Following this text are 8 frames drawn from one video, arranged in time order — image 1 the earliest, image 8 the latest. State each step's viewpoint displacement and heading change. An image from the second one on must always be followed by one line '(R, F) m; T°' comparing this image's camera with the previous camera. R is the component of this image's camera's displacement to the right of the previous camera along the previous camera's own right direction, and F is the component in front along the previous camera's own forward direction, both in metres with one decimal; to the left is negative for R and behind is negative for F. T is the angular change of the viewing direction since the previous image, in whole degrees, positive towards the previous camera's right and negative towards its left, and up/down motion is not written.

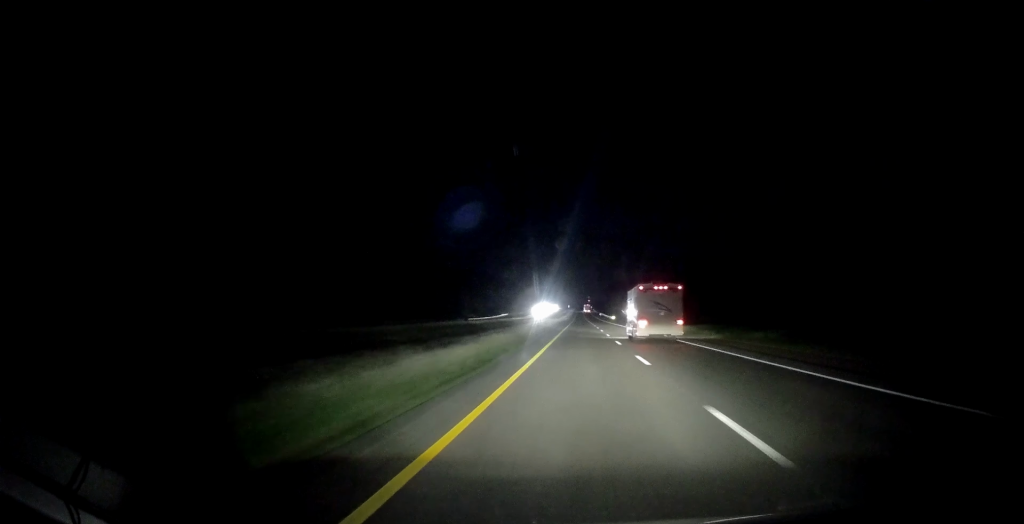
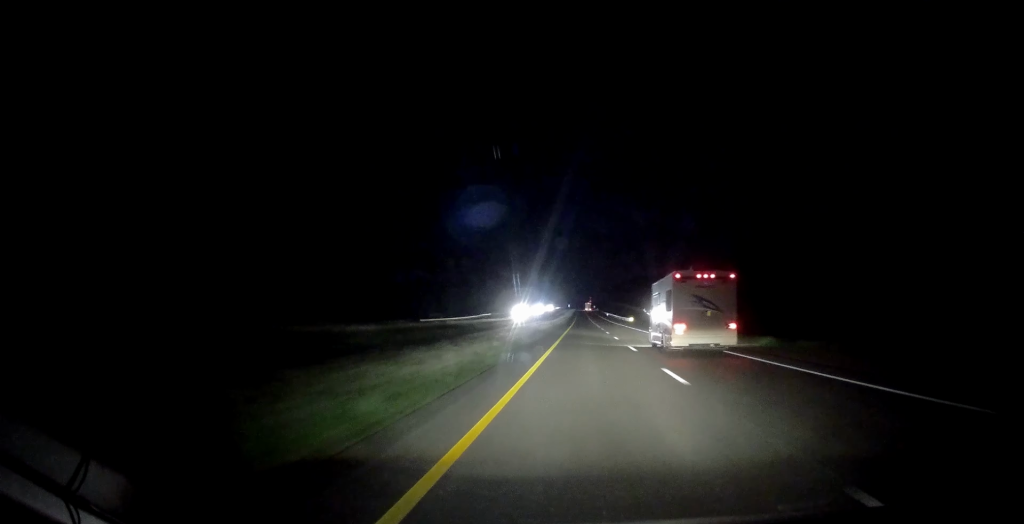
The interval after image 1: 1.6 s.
(-0.5, +53.8) m; 0°
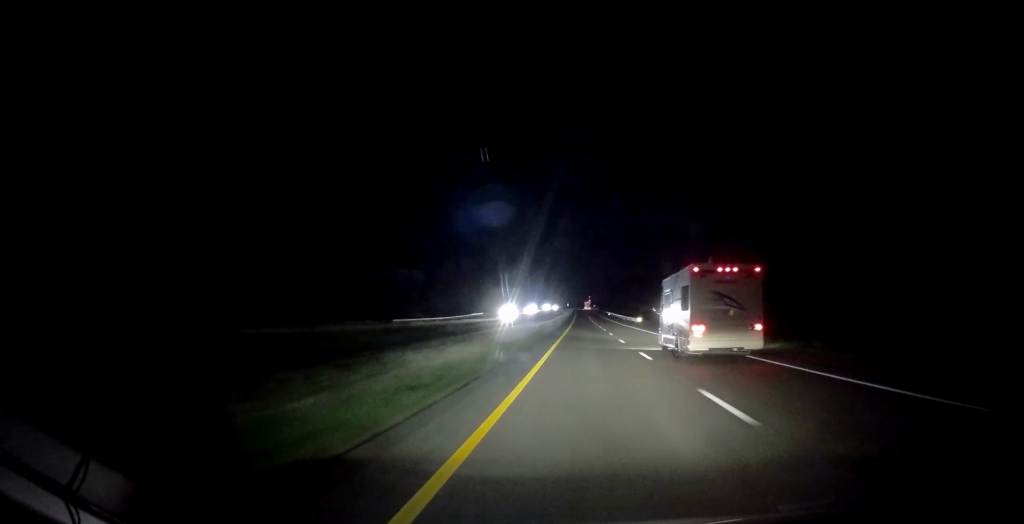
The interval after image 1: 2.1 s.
(+0.2, +17.2) m; 0°
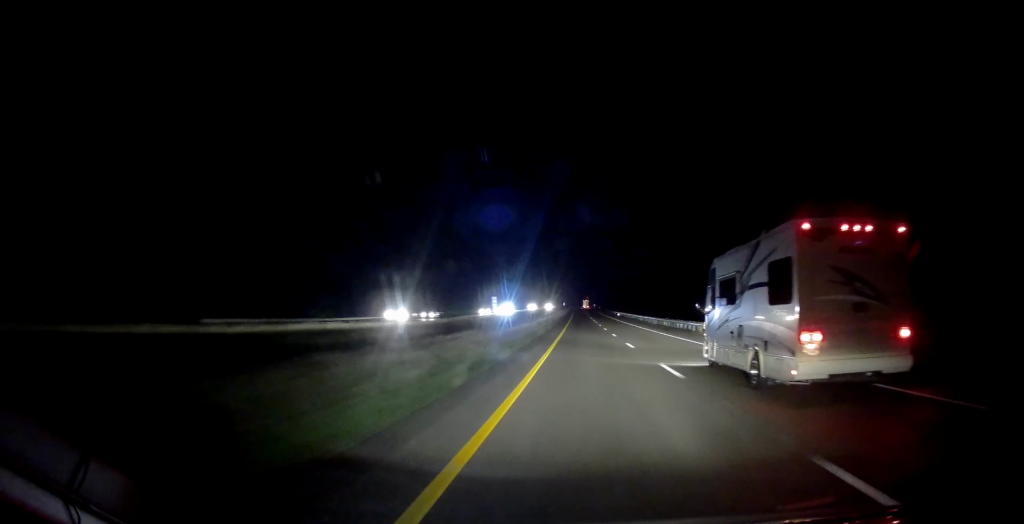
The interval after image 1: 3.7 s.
(-0.4, +55.8) m; -1°
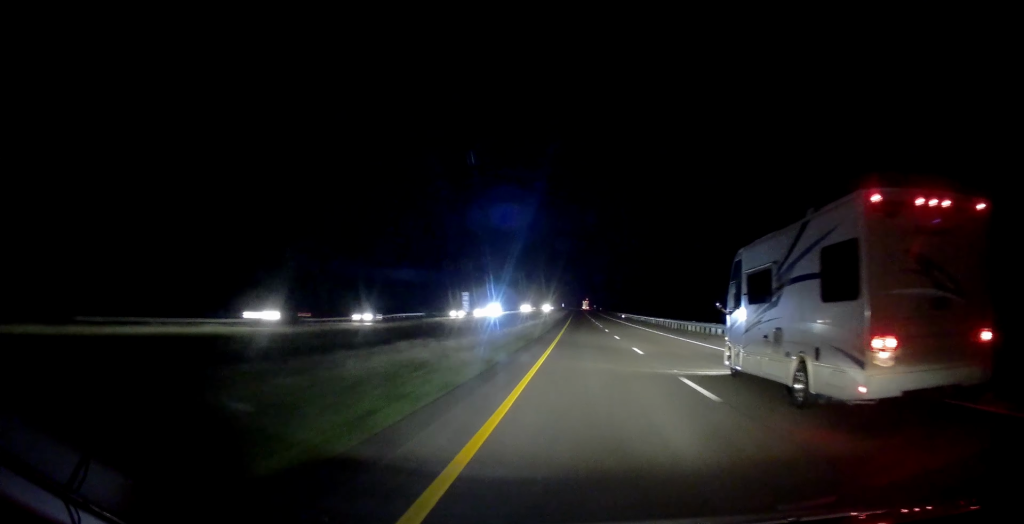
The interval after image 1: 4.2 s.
(-0.2, +15.9) m; 0°
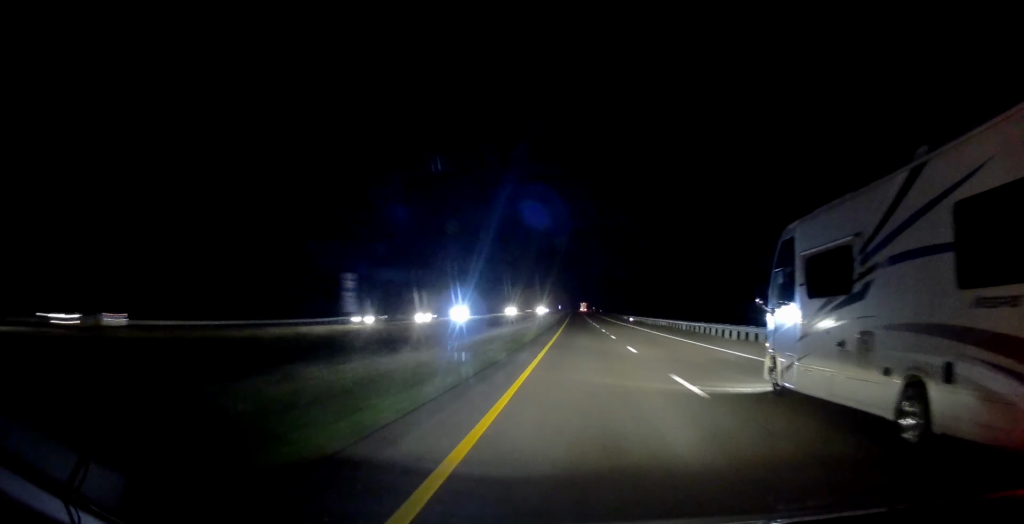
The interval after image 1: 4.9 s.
(+0.1, +23.9) m; +1°
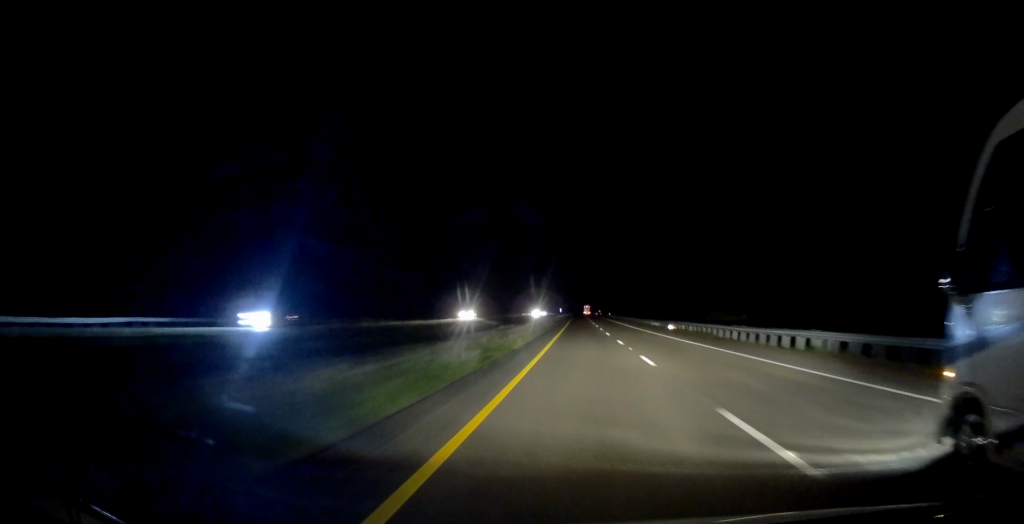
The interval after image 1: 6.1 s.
(+0.6, +42.1) m; +1°
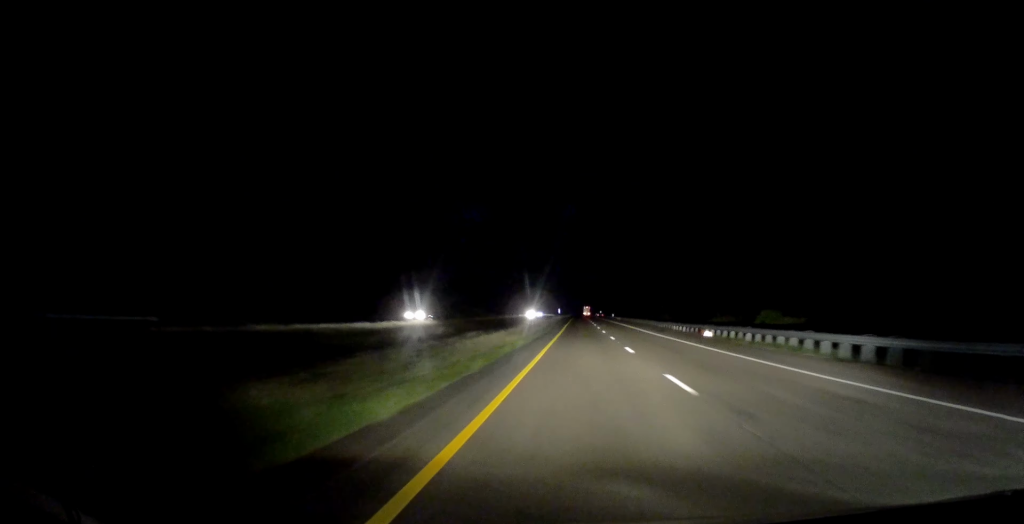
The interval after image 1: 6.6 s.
(0.0, +18.1) m; 0°
